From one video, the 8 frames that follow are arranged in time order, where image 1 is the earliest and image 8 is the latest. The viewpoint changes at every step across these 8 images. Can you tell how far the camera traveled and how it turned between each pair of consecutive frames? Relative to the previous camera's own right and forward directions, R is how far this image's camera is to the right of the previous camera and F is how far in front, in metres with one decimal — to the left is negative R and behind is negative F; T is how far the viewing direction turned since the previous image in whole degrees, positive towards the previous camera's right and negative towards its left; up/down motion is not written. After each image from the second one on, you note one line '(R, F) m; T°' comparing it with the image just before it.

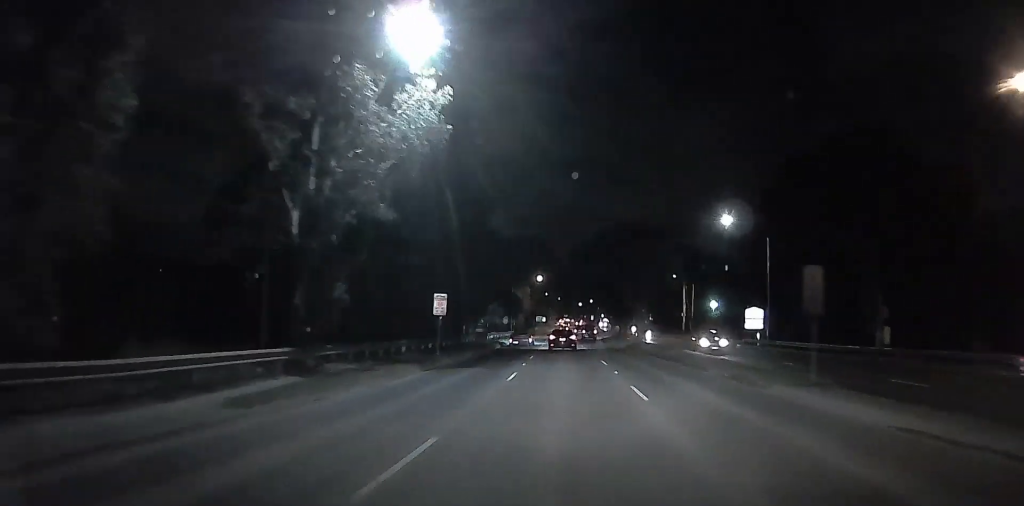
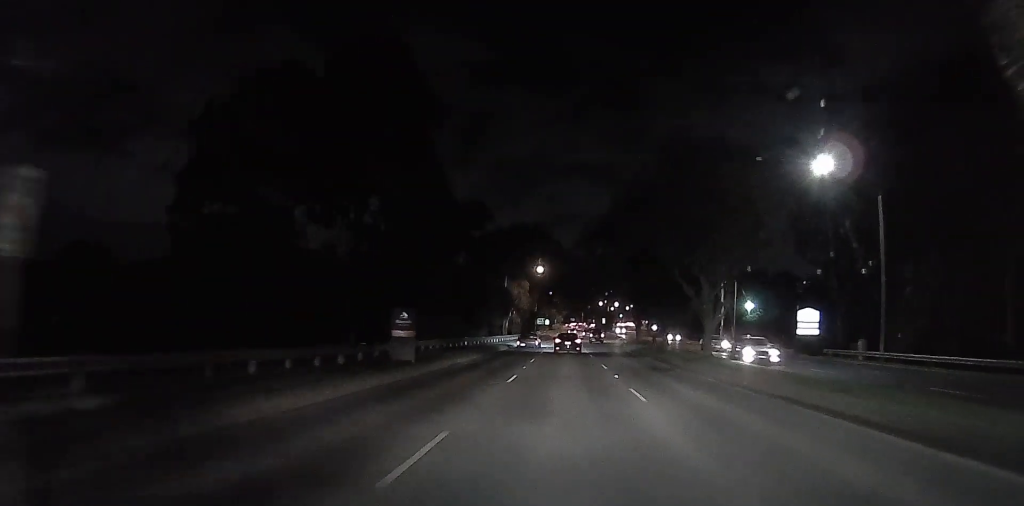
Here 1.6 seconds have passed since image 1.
(+0.6, +25.8) m; +2°
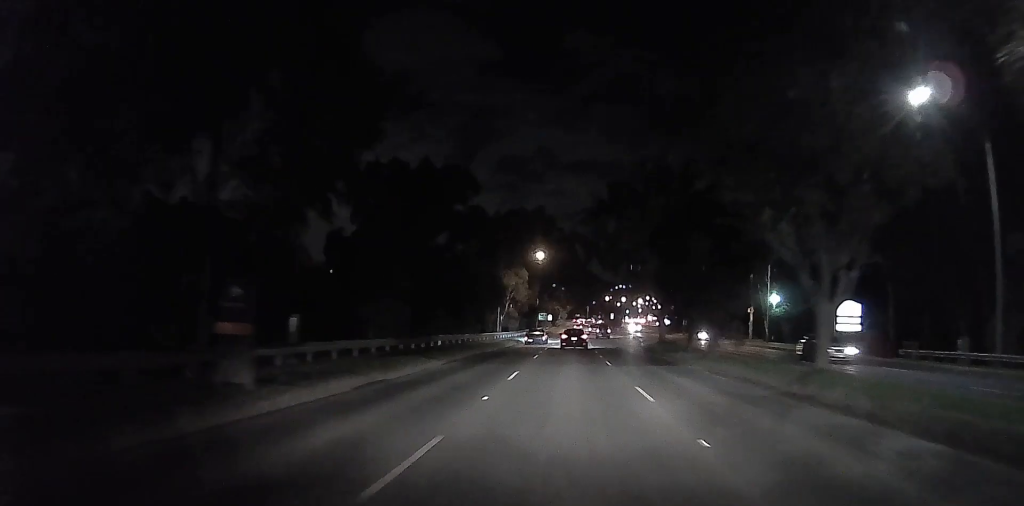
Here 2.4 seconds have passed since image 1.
(-0.5, +13.9) m; -2°
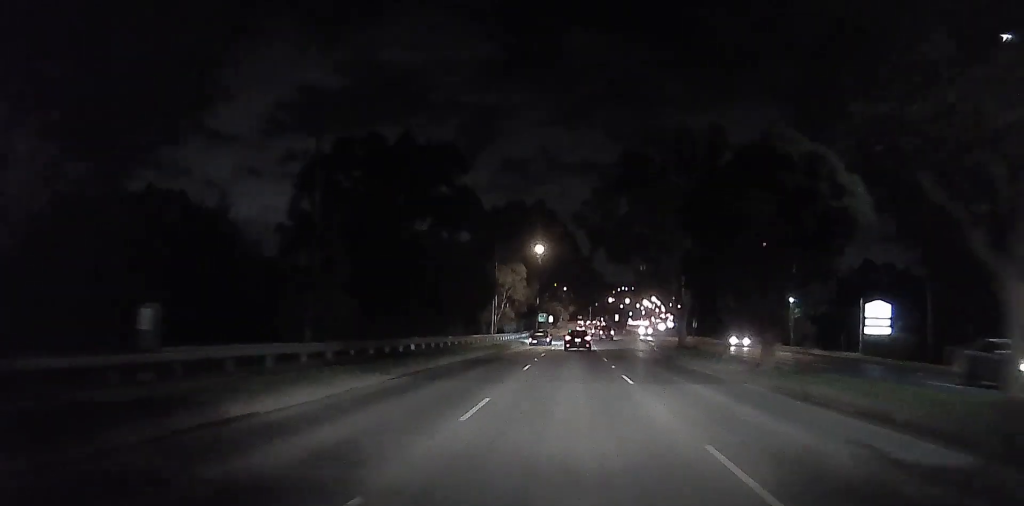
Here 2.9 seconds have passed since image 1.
(0.0, +8.4) m; +1°
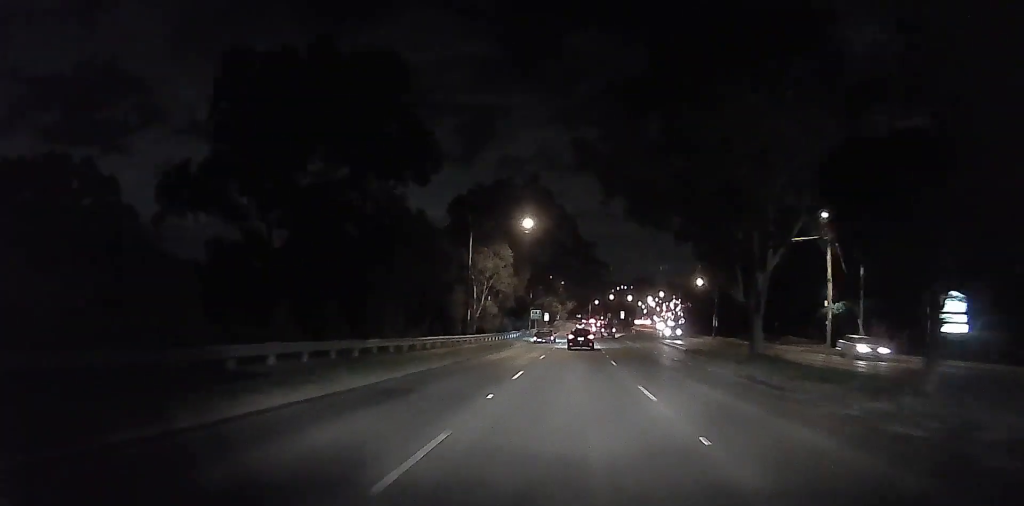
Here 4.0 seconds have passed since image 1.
(+0.4, +18.1) m; +3°
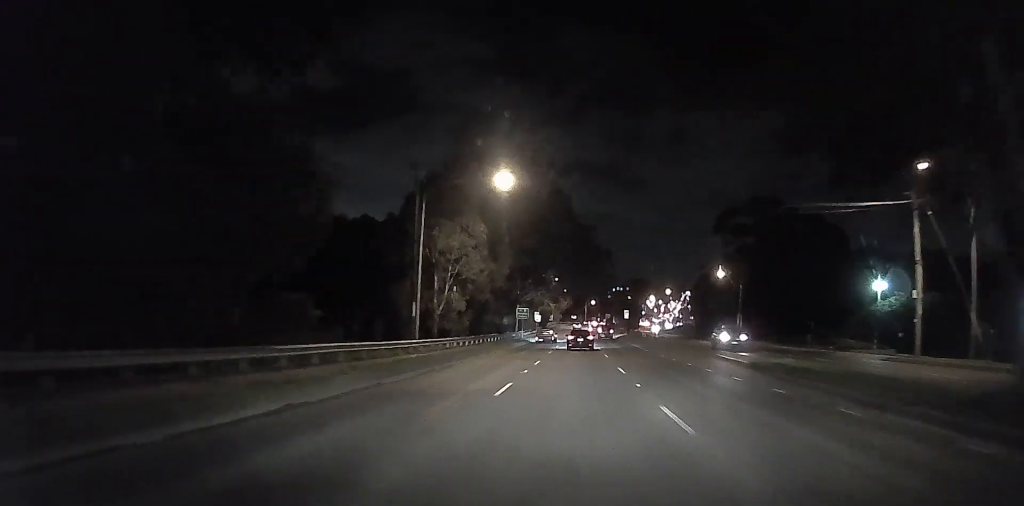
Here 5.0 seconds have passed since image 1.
(+0.4, +17.6) m; +1°
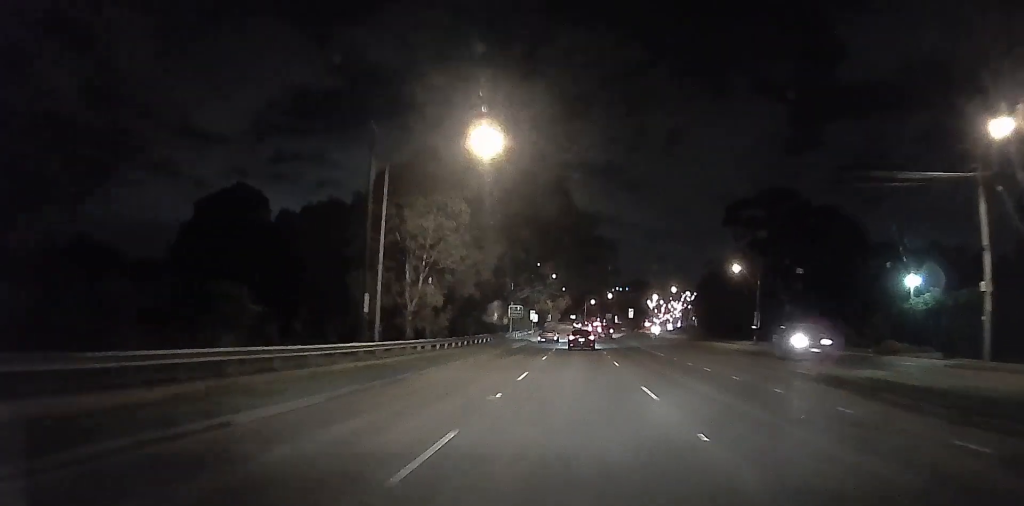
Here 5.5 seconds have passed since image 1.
(0.0, +8.5) m; 0°
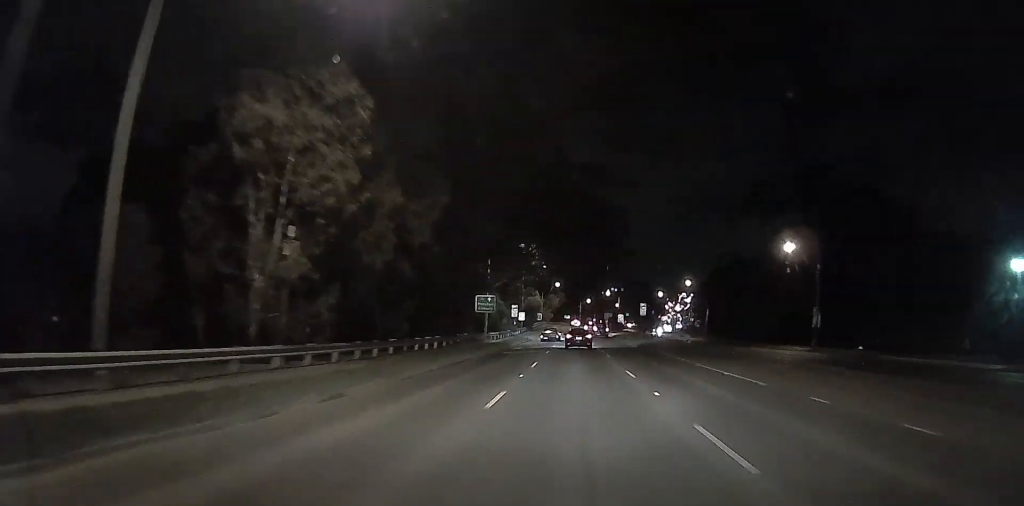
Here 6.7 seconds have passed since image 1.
(-0.6, +20.2) m; -5°
